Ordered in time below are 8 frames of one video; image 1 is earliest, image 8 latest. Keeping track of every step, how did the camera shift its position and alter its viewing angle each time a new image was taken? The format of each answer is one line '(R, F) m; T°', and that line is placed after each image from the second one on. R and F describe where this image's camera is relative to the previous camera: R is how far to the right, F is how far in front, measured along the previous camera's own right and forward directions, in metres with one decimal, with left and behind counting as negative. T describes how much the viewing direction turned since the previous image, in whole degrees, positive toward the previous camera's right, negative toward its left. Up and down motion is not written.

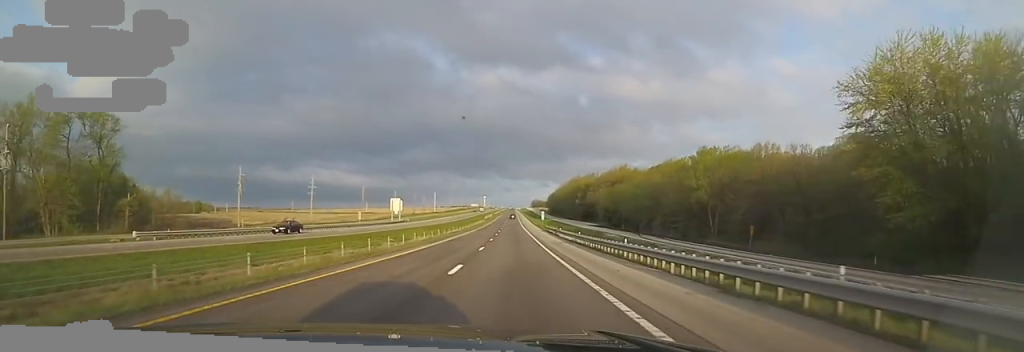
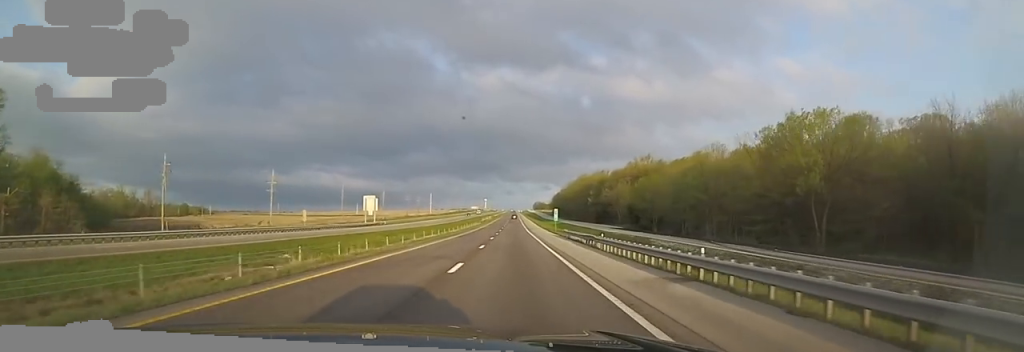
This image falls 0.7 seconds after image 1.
(0.0, +24.9) m; 0°
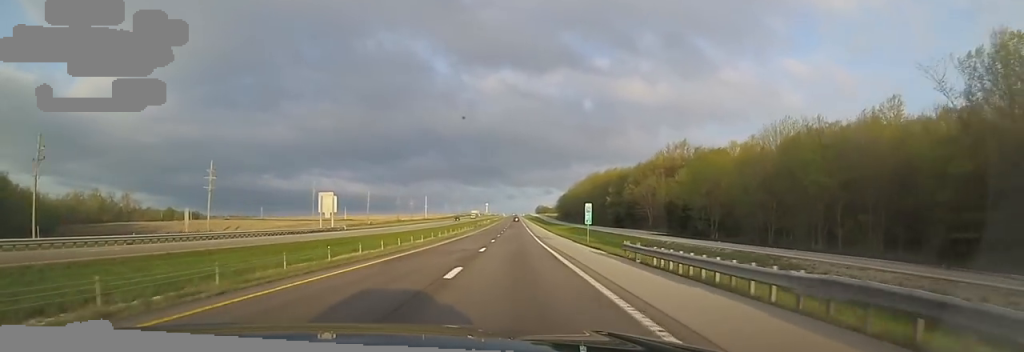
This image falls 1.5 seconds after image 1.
(0.0, +25.7) m; 0°
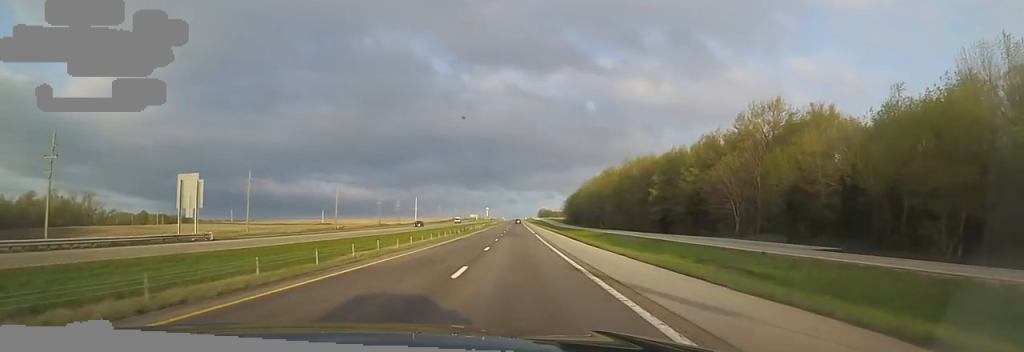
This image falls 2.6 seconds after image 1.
(0.0, +36.9) m; 0°
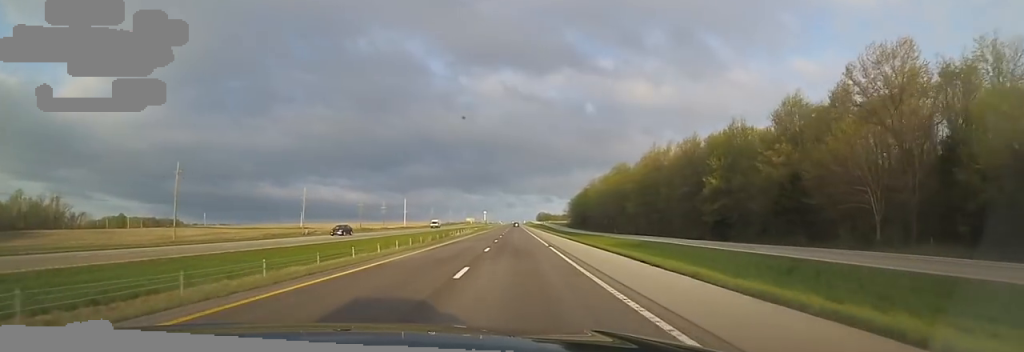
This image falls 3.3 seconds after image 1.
(0.0, +24.3) m; 0°
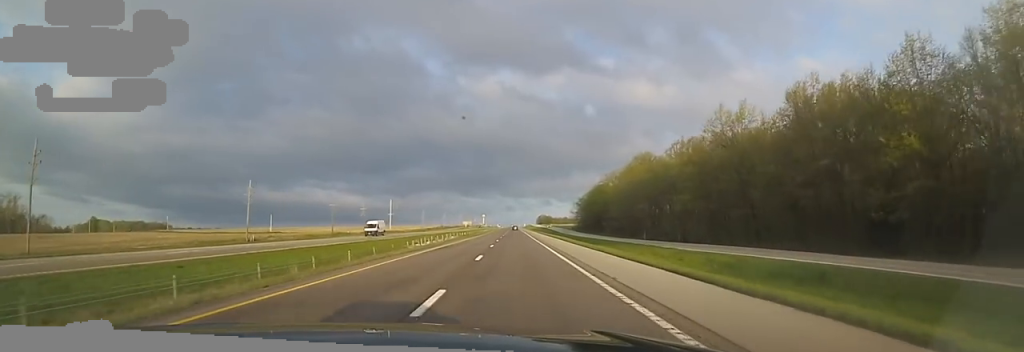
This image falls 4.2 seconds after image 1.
(0.0, +29.4) m; -1°
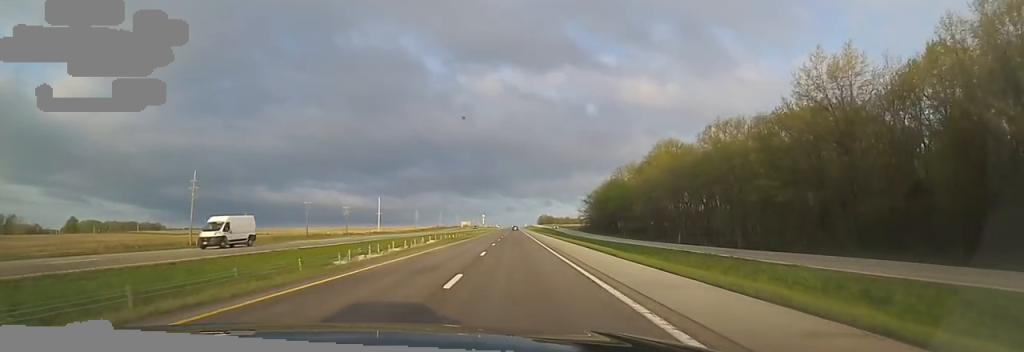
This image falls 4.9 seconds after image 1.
(+0.3, +20.5) m; -2°
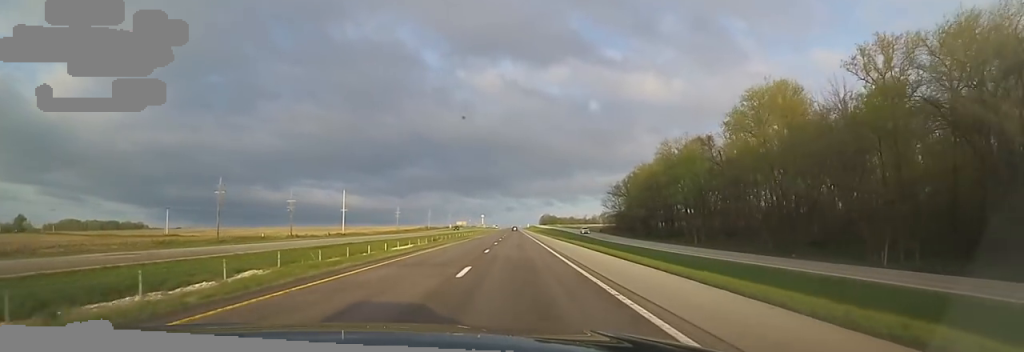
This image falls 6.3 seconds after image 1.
(-0.8, +45.5) m; +1°
